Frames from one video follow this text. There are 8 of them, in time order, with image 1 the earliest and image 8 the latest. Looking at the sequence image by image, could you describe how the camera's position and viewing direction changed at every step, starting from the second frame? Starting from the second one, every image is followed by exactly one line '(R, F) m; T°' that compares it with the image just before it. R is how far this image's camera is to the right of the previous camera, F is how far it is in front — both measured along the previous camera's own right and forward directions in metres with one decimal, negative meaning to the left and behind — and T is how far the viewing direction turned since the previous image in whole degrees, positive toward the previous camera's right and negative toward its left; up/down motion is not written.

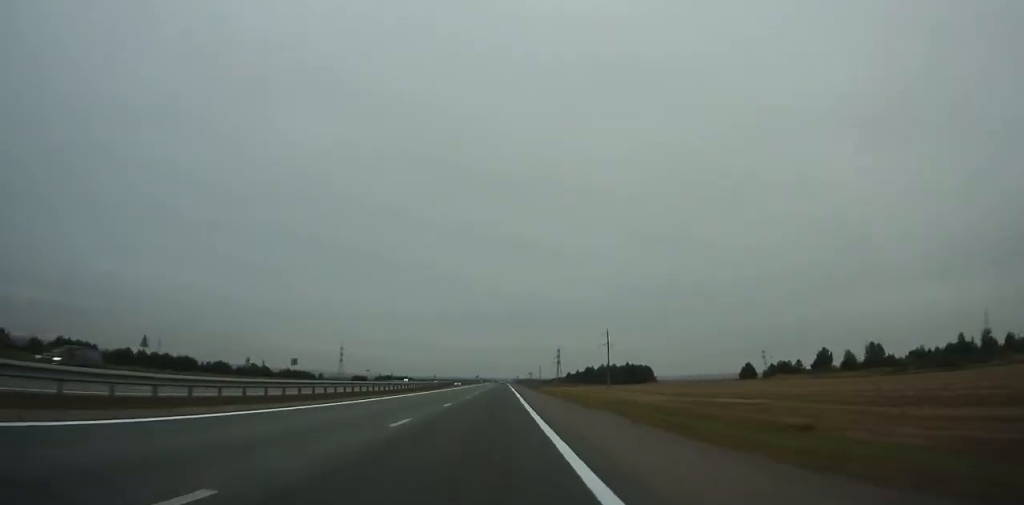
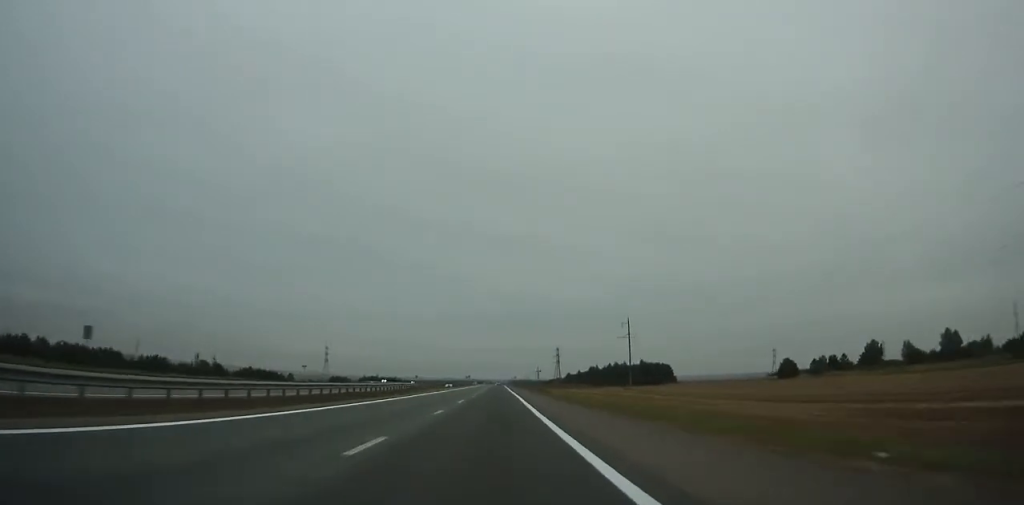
(-0.1, +41.3) m; 0°
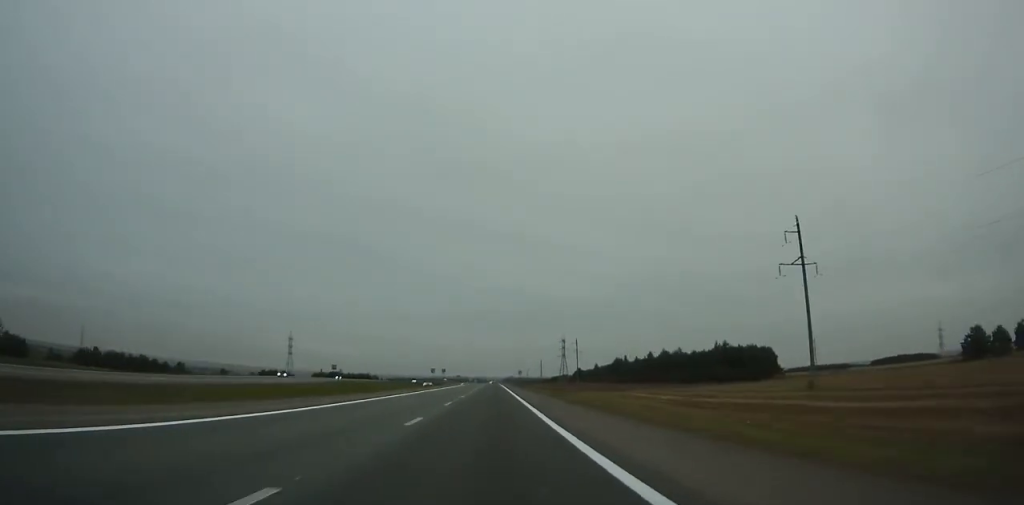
(0.0, +101.2) m; 0°
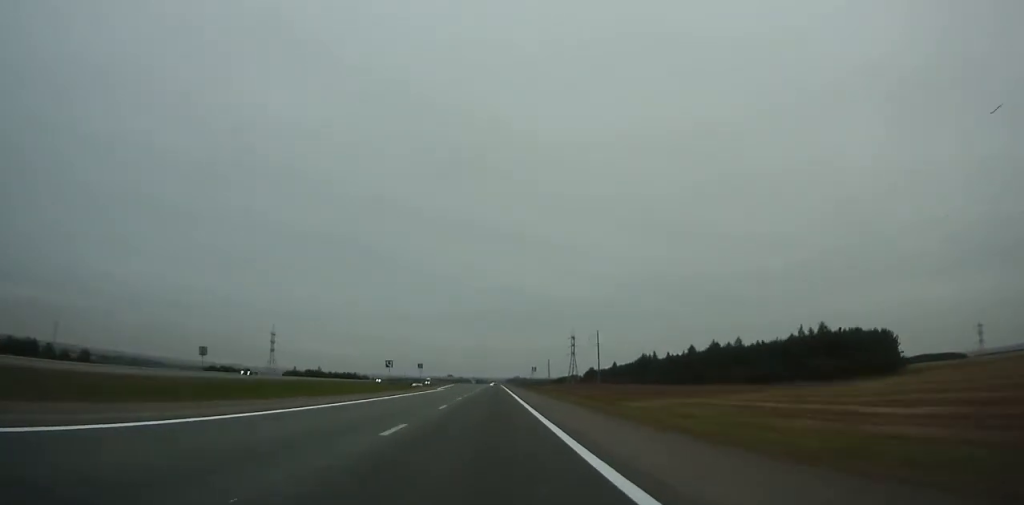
(+0.2, +50.7) m; 0°
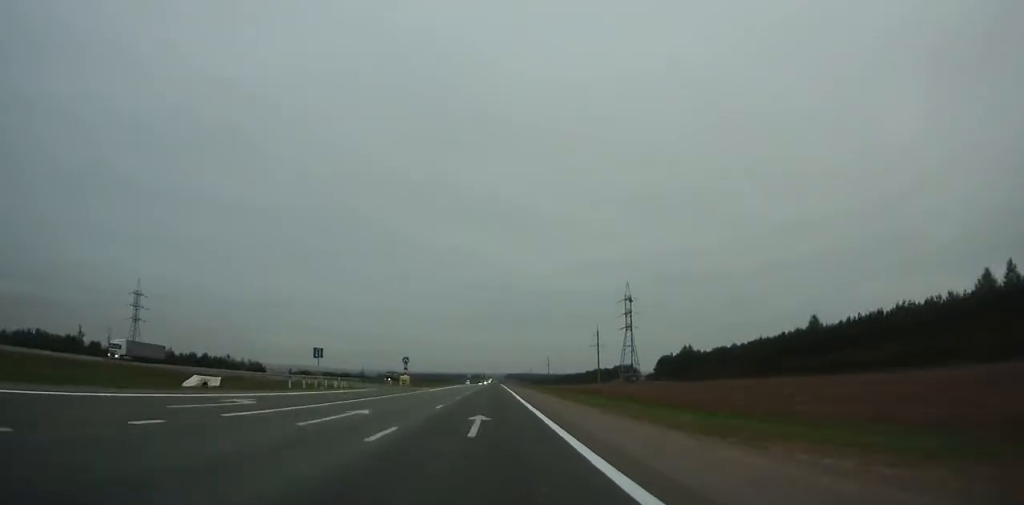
(-0.2, +204.4) m; 0°
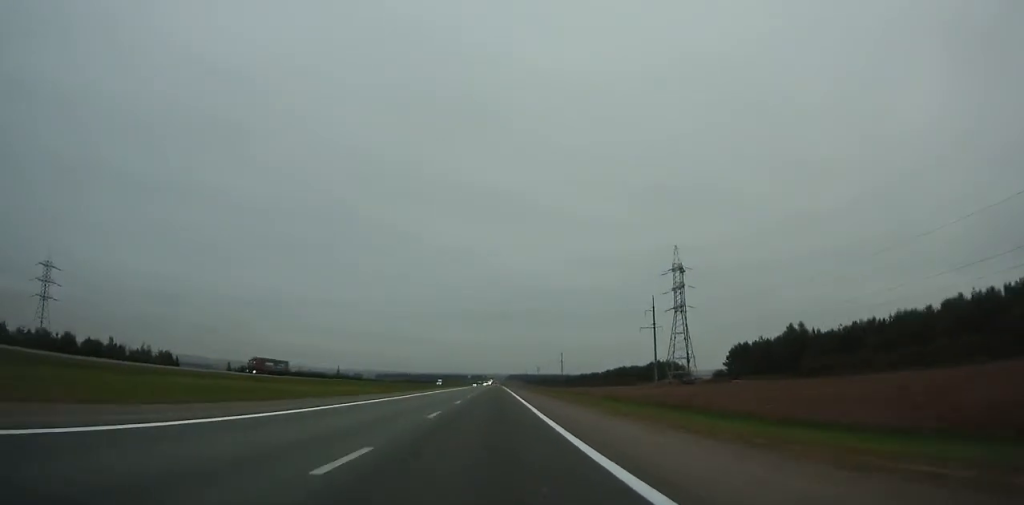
(-0.1, +76.0) m; 0°
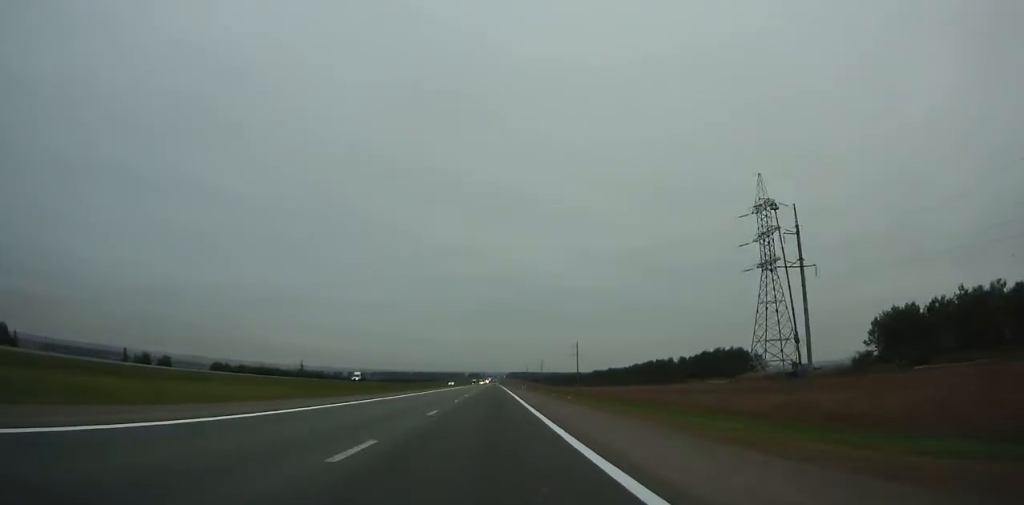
(+0.1, +72.8) m; 0°
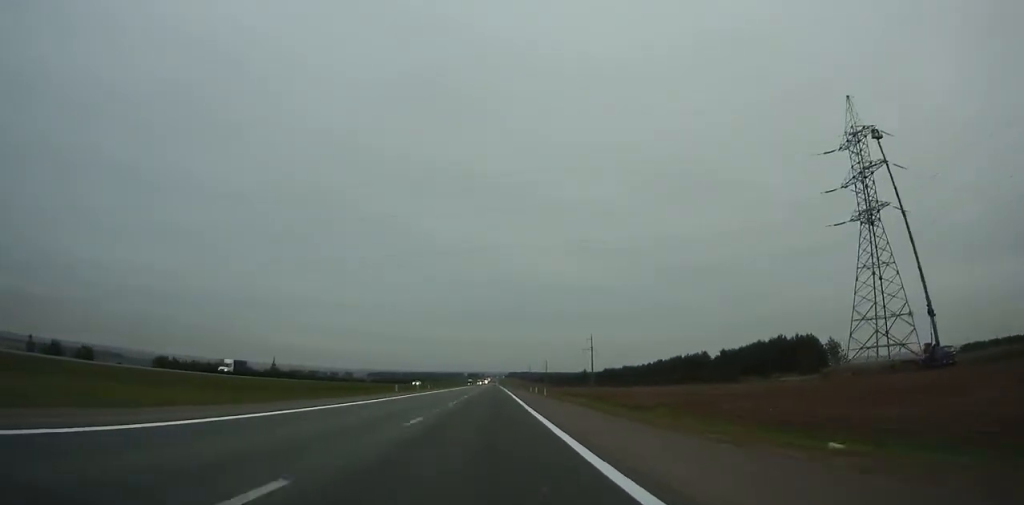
(0.0, +41.0) m; 0°
